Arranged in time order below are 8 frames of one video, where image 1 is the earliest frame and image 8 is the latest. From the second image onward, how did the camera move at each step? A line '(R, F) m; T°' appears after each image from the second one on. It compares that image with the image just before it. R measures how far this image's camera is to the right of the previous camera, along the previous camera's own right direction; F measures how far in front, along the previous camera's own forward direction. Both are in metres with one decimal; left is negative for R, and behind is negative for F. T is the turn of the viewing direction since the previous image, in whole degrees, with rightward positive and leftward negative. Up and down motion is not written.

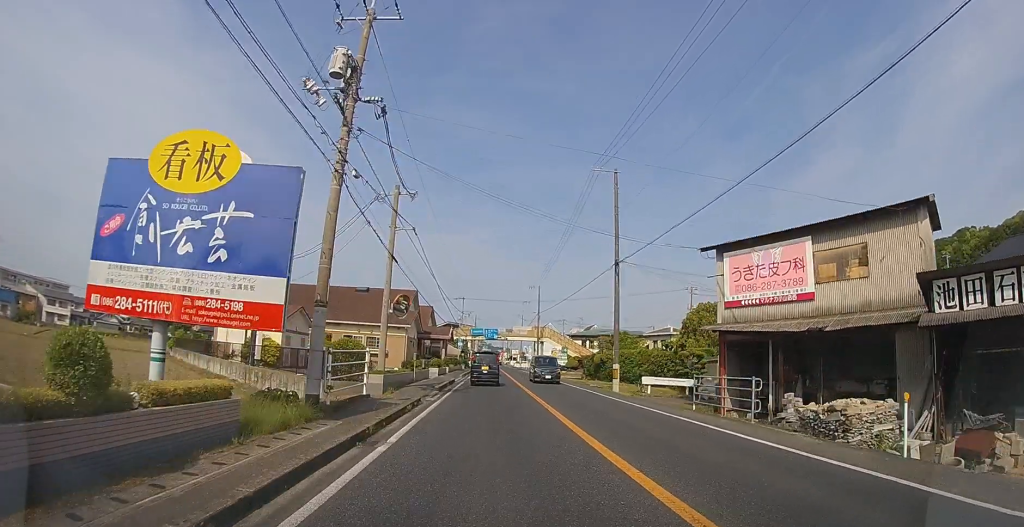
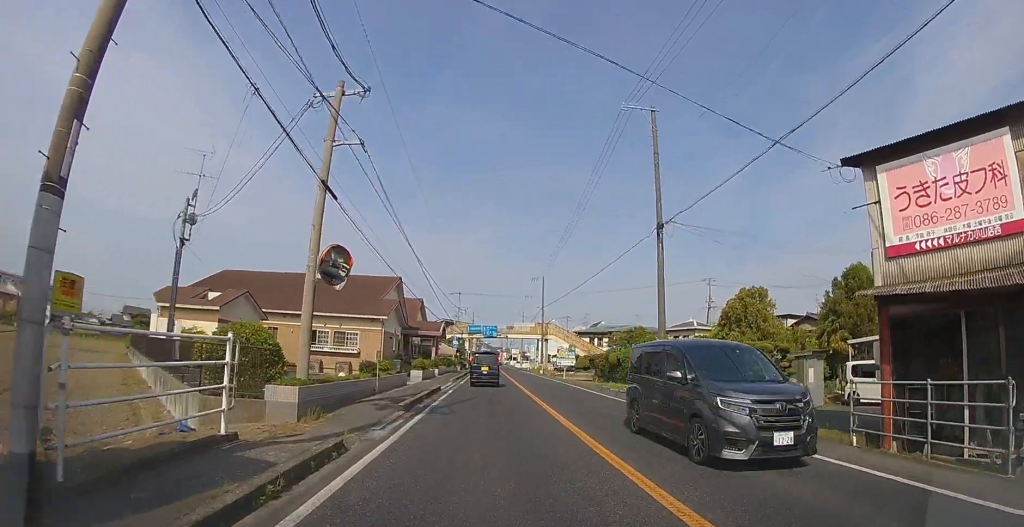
(0.0, +7.4) m; 0°
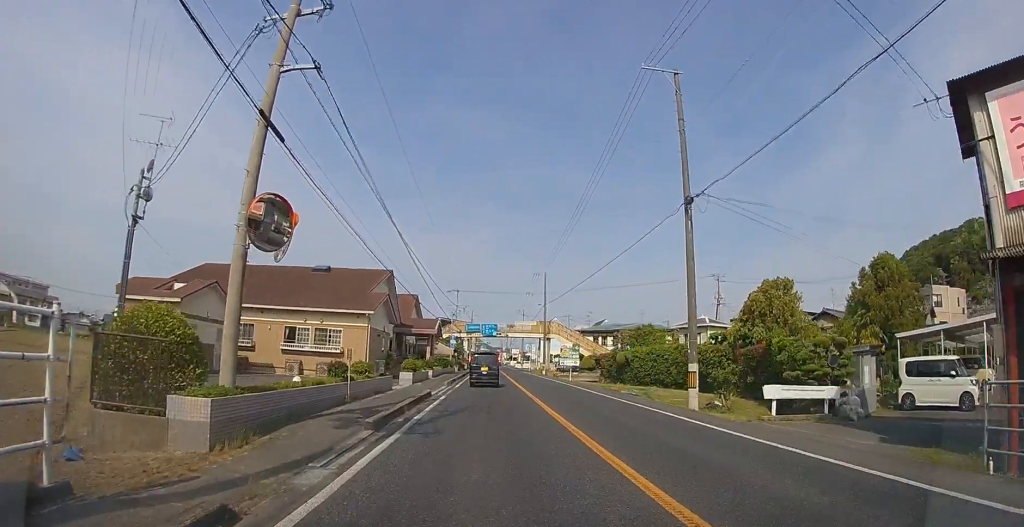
(0.0, +3.2) m; 0°
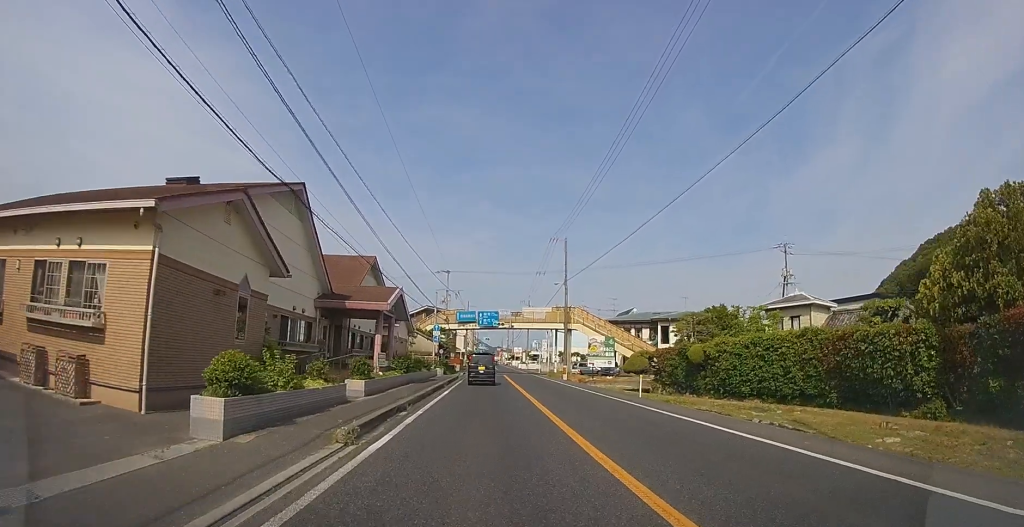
(+0.1, +17.5) m; -1°
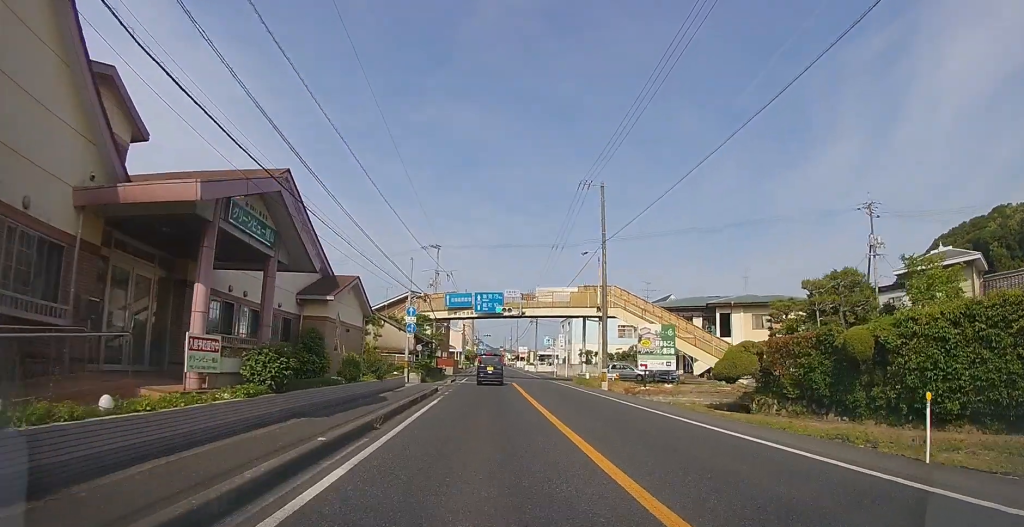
(-0.1, +14.5) m; 0°
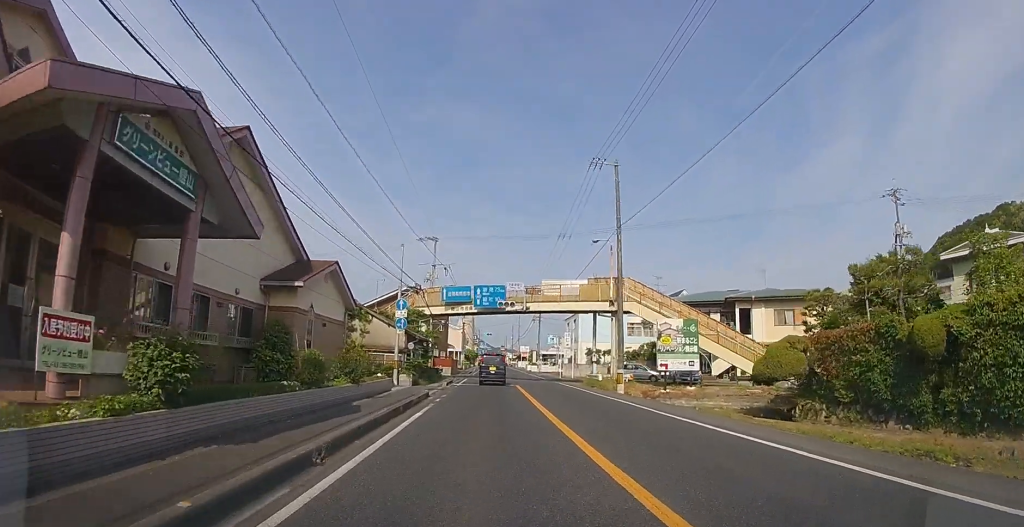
(0.0, +3.4) m; 0°
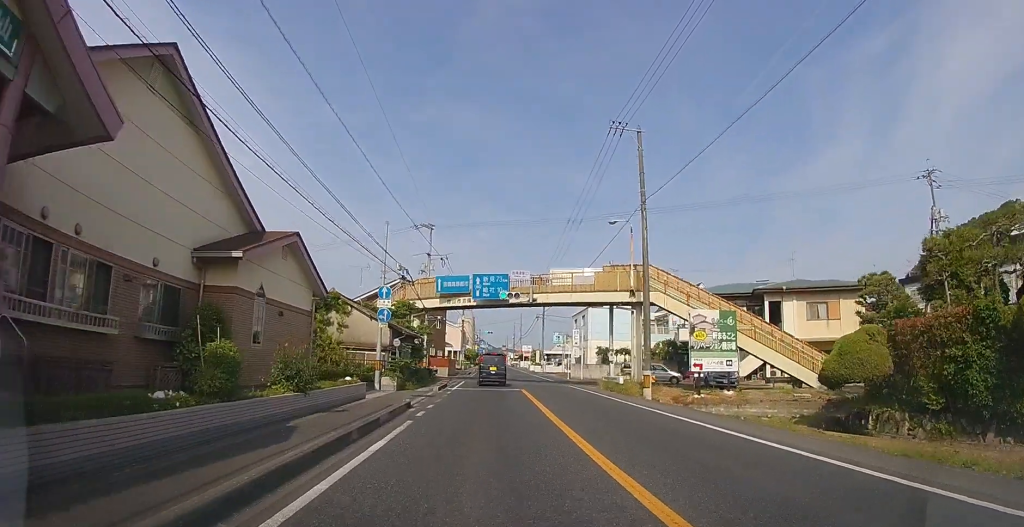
(0.0, +4.4) m; 0°
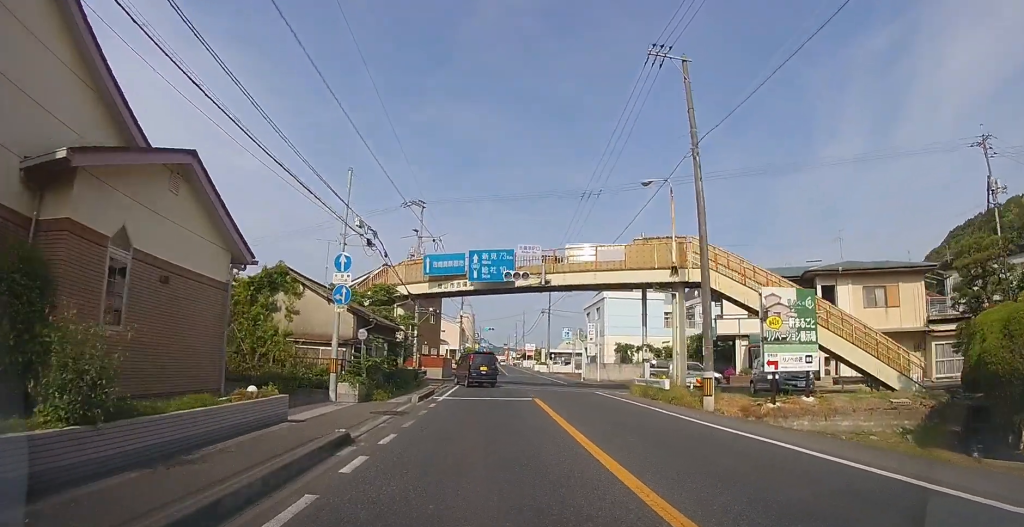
(0.0, +5.9) m; 0°
